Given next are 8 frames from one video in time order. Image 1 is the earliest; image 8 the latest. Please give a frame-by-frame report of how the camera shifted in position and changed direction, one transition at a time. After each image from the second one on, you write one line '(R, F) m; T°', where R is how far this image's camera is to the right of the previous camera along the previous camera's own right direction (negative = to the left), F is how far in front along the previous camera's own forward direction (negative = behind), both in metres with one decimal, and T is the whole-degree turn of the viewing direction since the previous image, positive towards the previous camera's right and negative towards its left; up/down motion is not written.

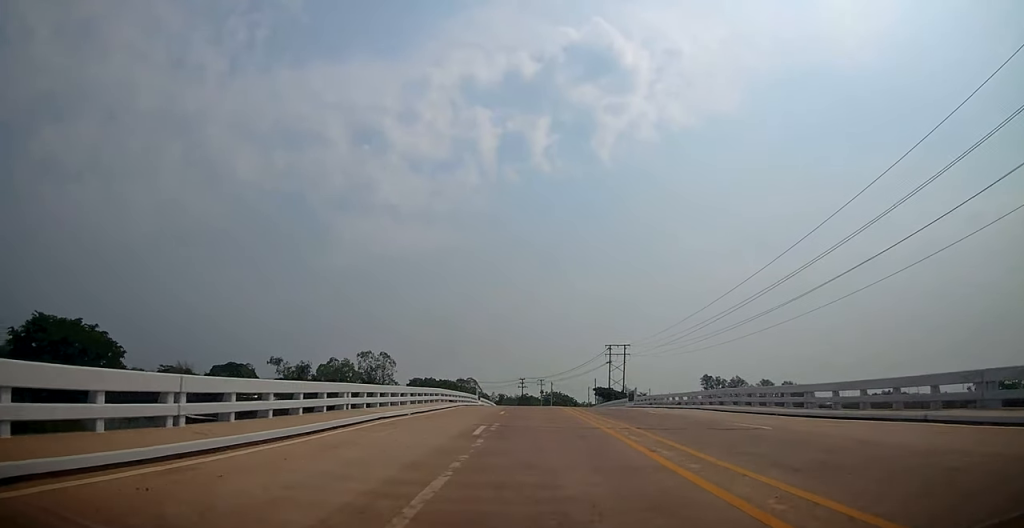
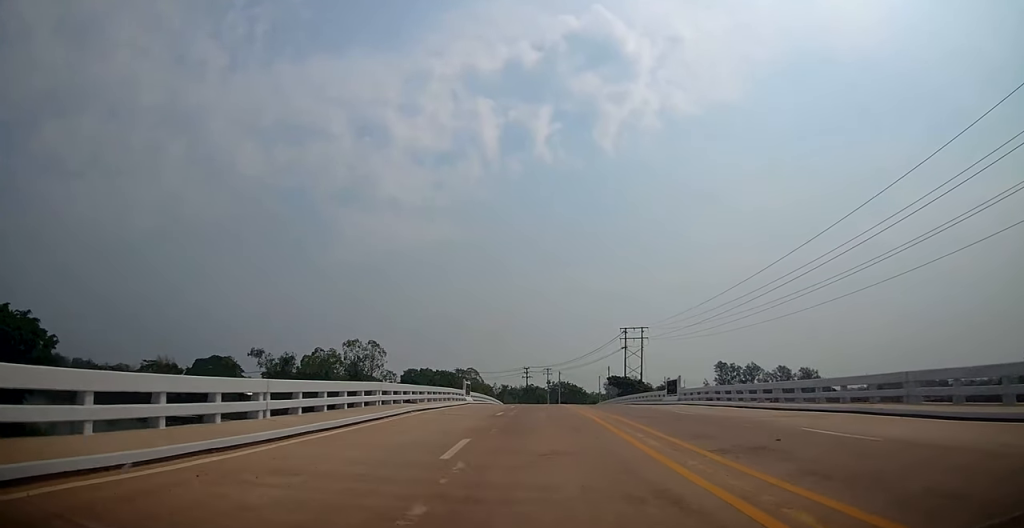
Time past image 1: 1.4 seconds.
(-0.4, +17.1) m; +1°
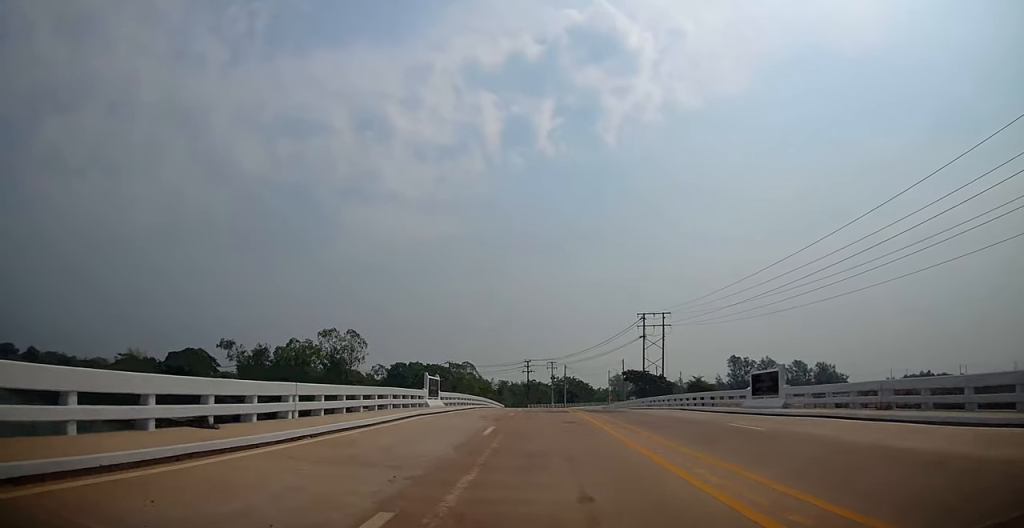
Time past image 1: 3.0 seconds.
(+0.7, +19.2) m; 0°
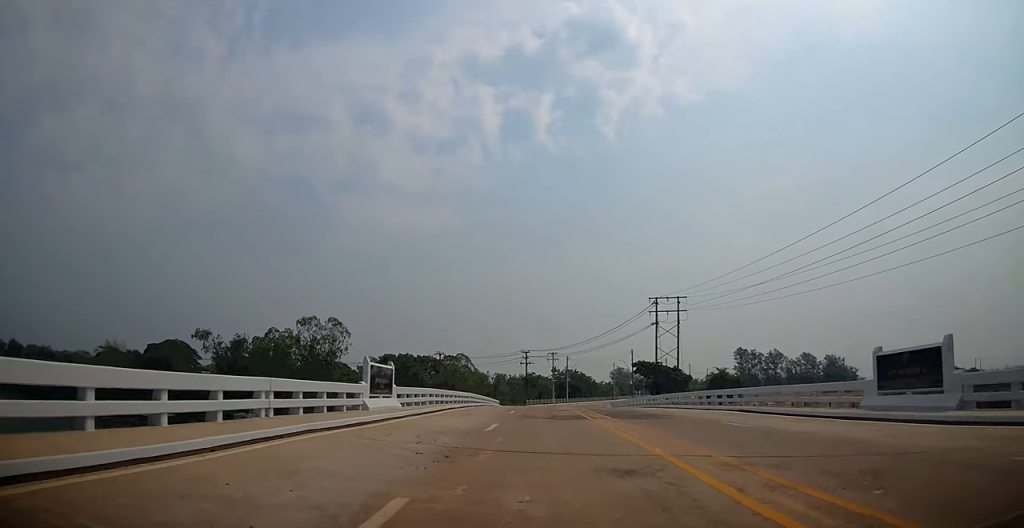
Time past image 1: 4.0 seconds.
(-0.5, +11.6) m; -3°
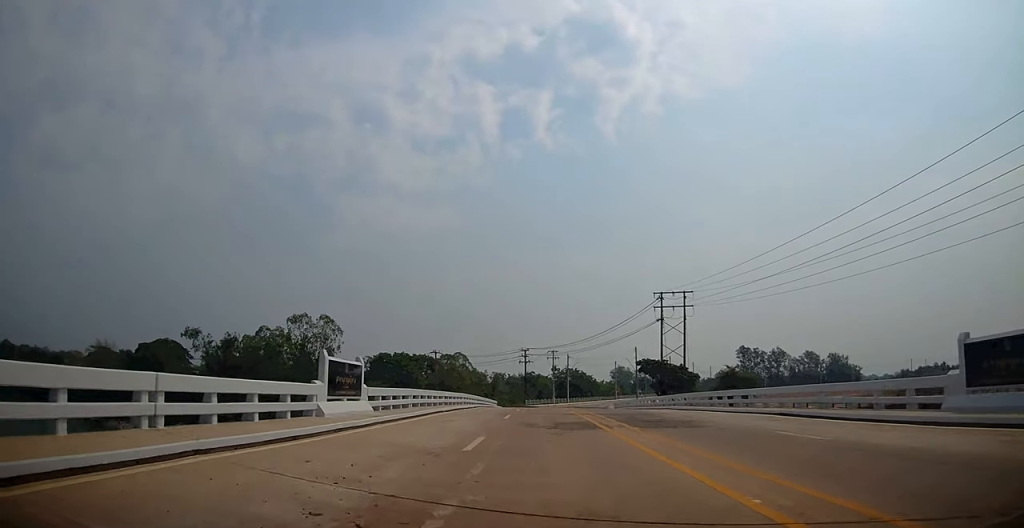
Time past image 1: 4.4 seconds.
(0.0, +4.6) m; 0°
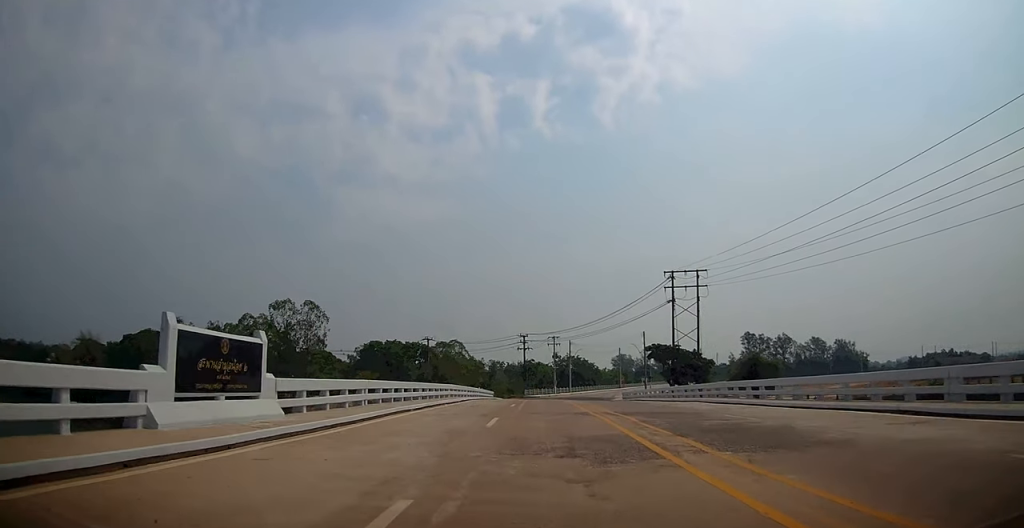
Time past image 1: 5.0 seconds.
(0.0, +7.8) m; +1°
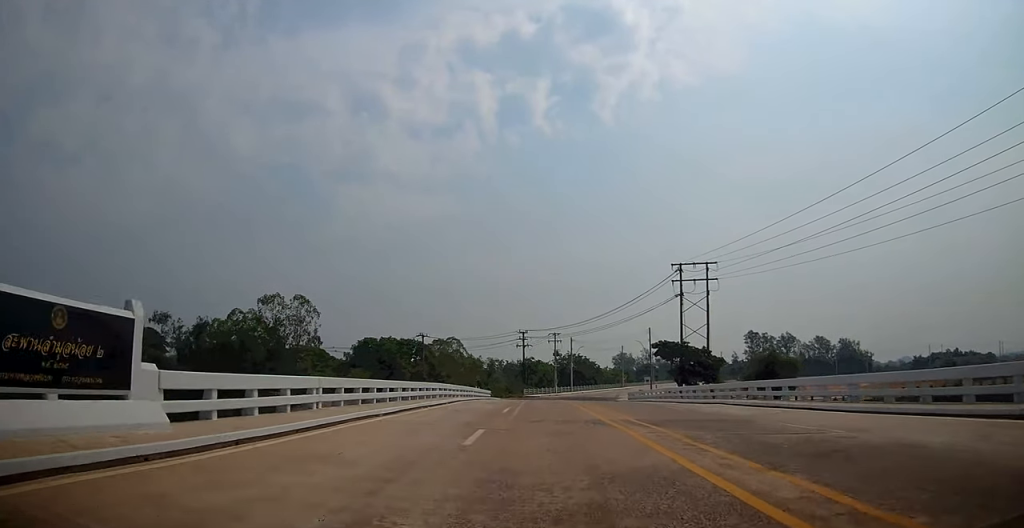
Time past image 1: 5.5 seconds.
(+0.1, +4.6) m; 0°
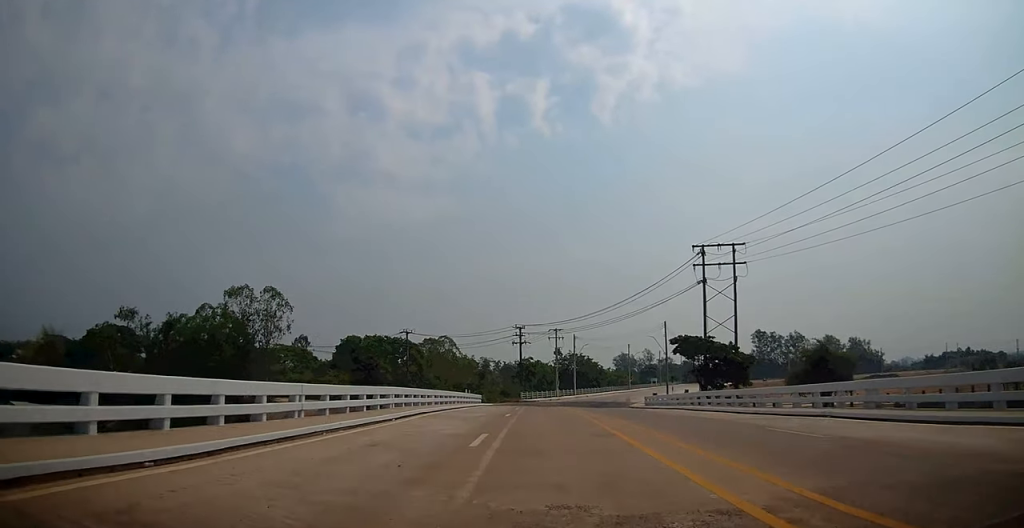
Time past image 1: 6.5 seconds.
(+0.1, +11.4) m; +1°
